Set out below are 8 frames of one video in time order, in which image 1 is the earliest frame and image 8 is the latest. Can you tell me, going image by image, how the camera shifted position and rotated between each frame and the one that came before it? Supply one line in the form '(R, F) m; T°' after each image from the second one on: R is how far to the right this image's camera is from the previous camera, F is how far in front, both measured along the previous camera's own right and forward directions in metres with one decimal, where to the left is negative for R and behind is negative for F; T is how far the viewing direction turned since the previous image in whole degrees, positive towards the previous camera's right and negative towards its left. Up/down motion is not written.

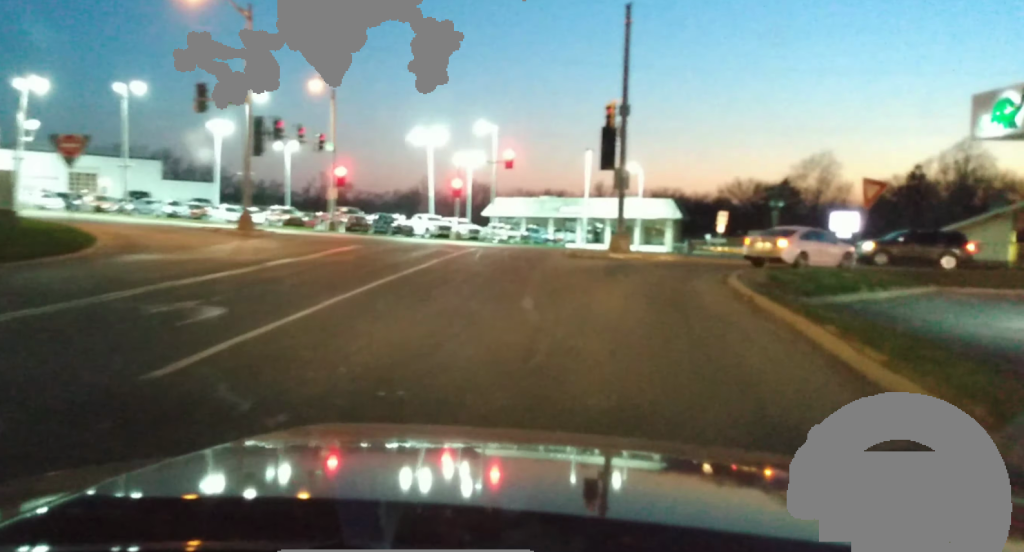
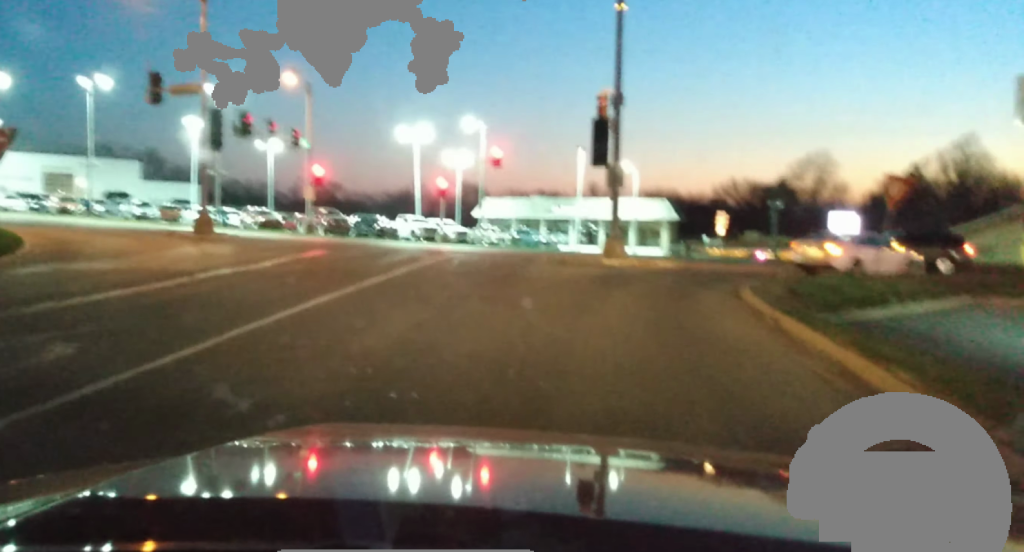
(+0.1, +3.2) m; -2°
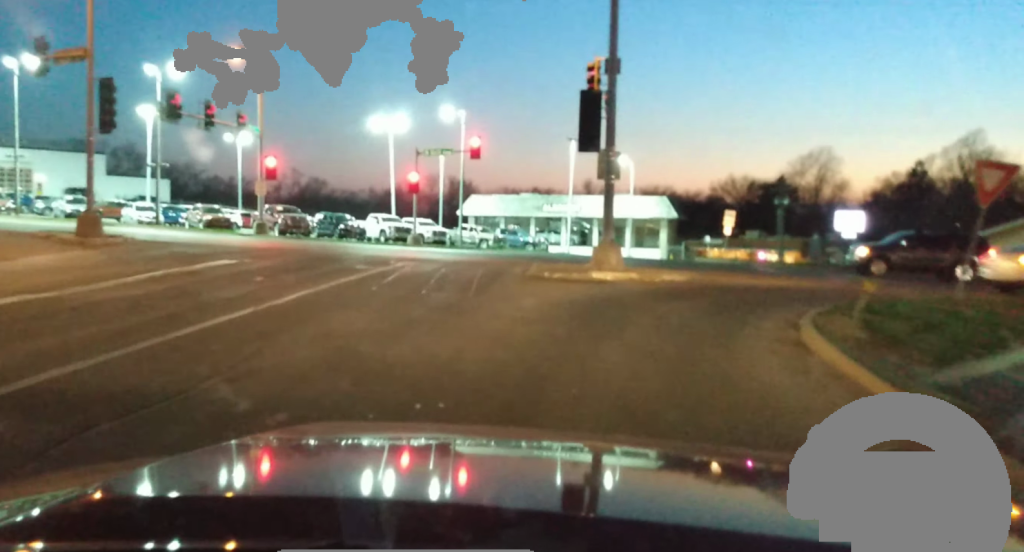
(0.0, +6.8) m; -3°
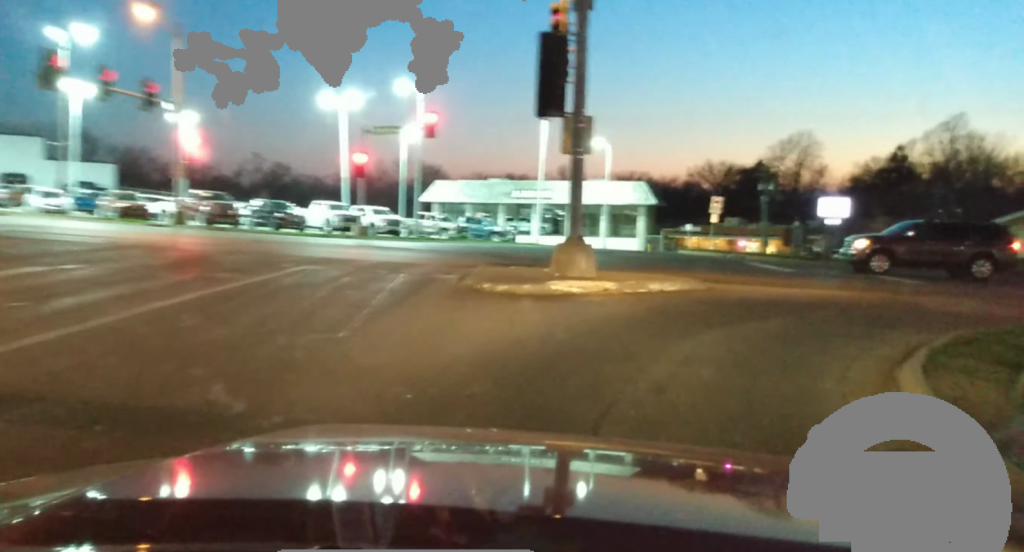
(-0.7, +6.2) m; +2°
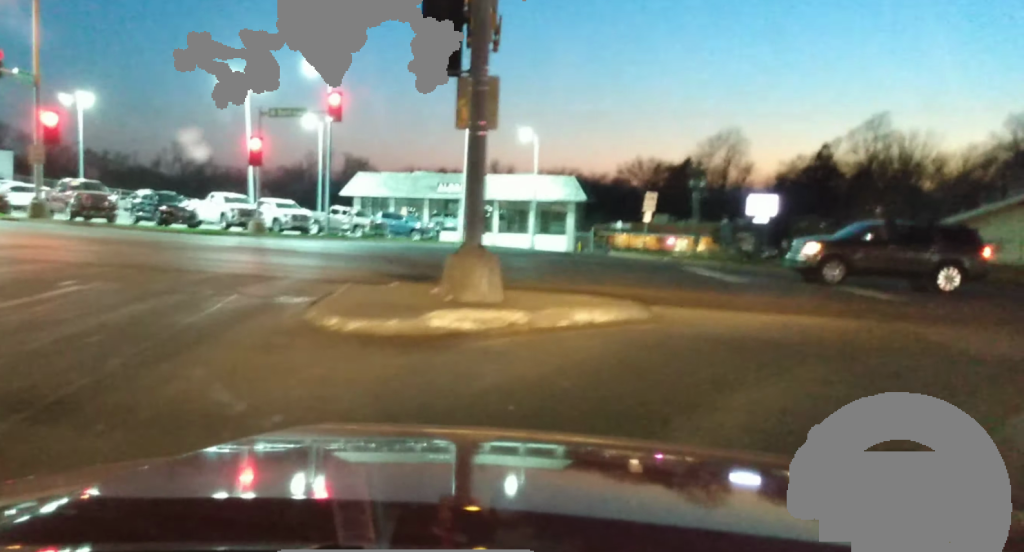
(+0.7, +5.3) m; +12°
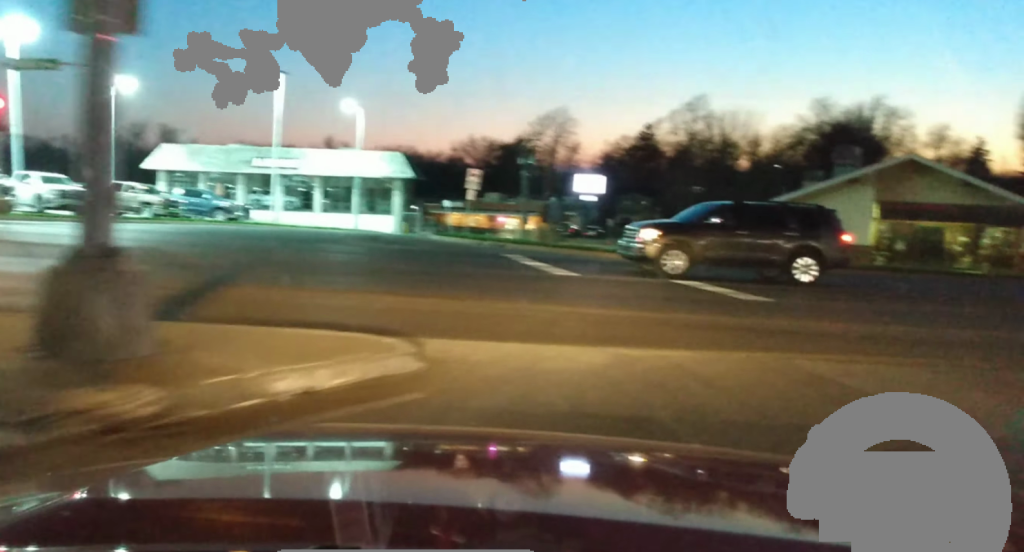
(+0.8, +6.6) m; +10°
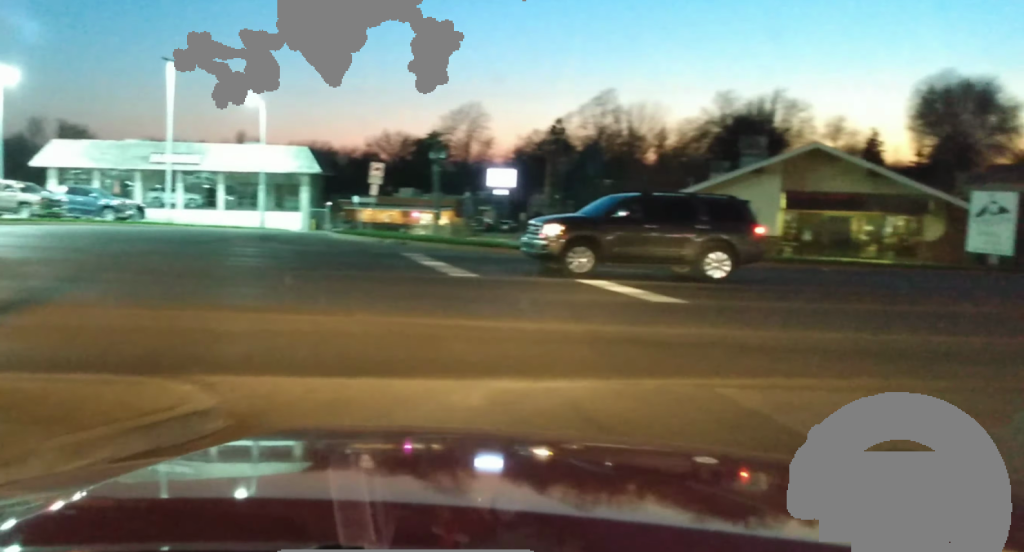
(+0.1, +3.0) m; +6°
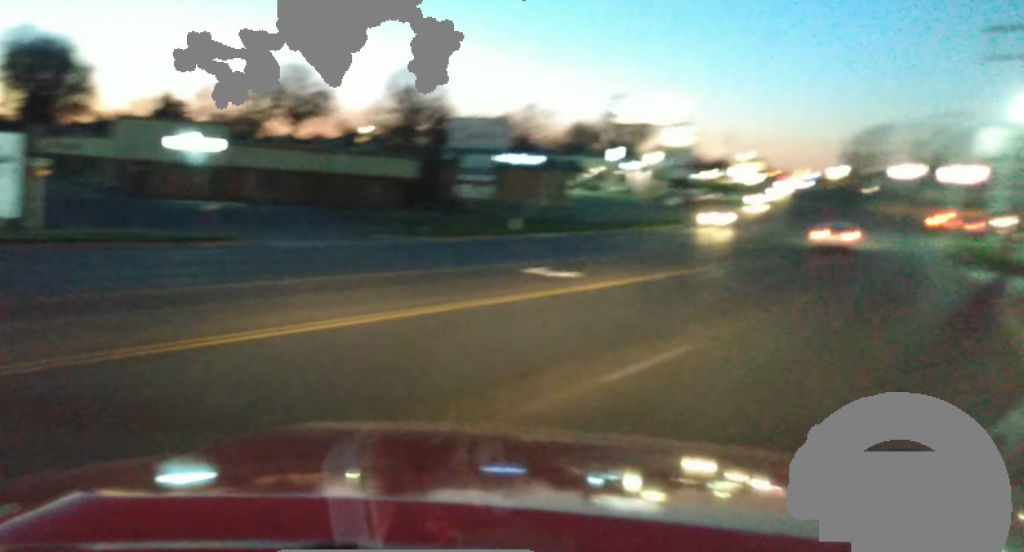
(+6.1, +13.4) m; +50°
